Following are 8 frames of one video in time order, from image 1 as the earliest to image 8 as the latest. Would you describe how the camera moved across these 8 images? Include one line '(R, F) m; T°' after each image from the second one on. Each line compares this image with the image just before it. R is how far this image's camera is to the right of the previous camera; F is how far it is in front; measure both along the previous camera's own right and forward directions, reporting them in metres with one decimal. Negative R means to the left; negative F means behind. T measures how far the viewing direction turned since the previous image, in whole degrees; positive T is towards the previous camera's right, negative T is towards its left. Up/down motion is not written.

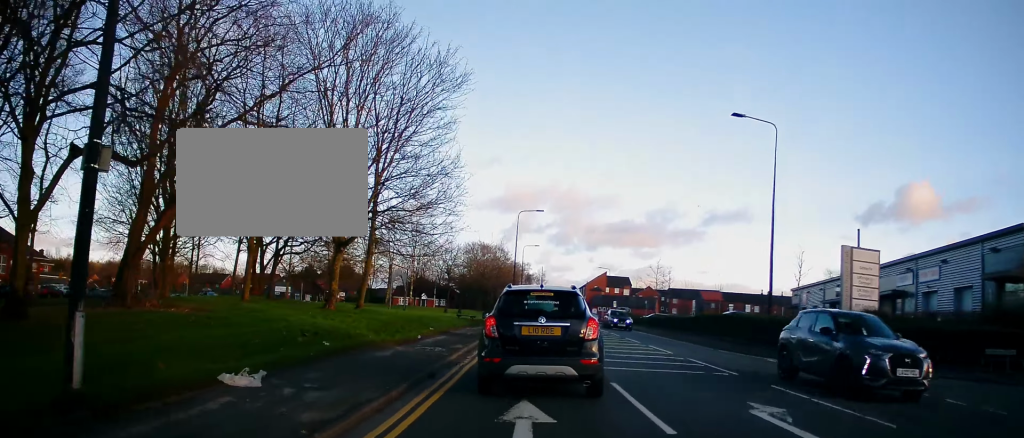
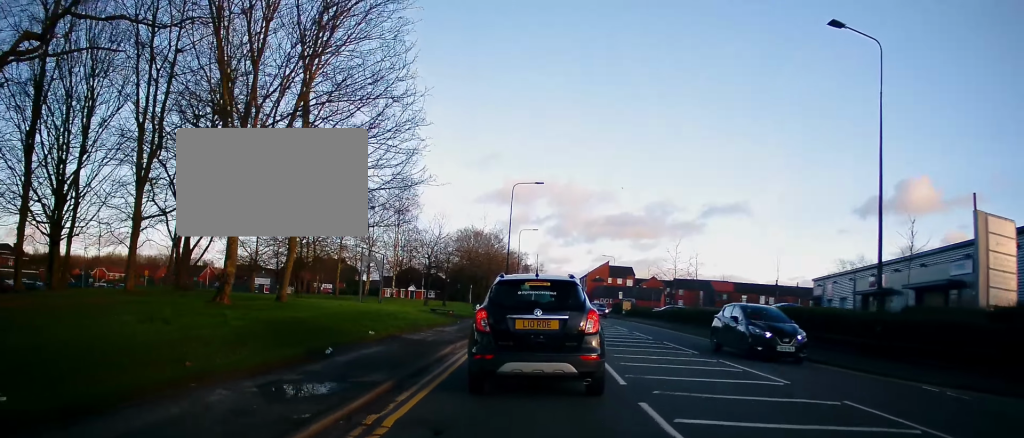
(+0.3, +8.6) m; +2°
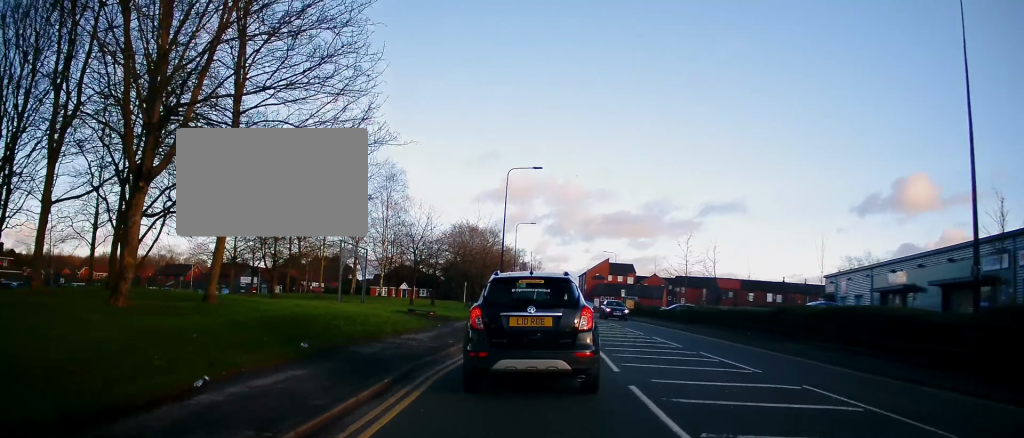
(-0.1, +4.6) m; -1°
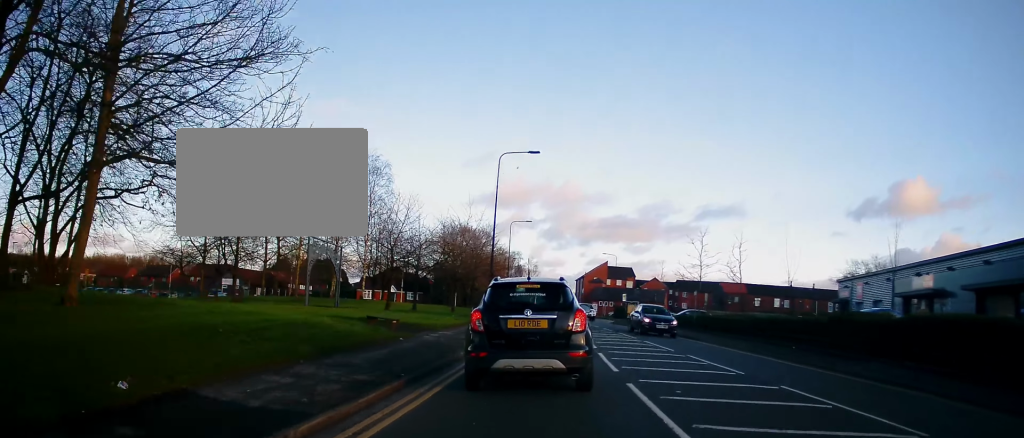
(0.0, +5.5) m; -4°
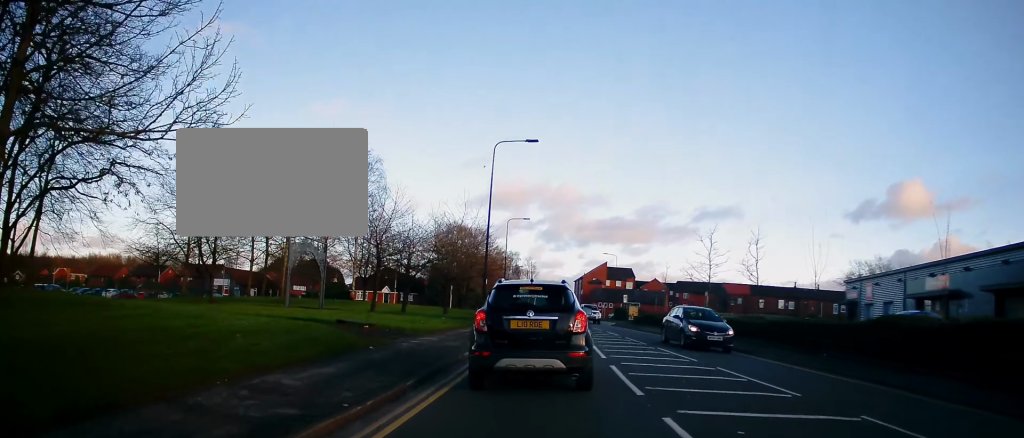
(-0.1, +3.0) m; 0°
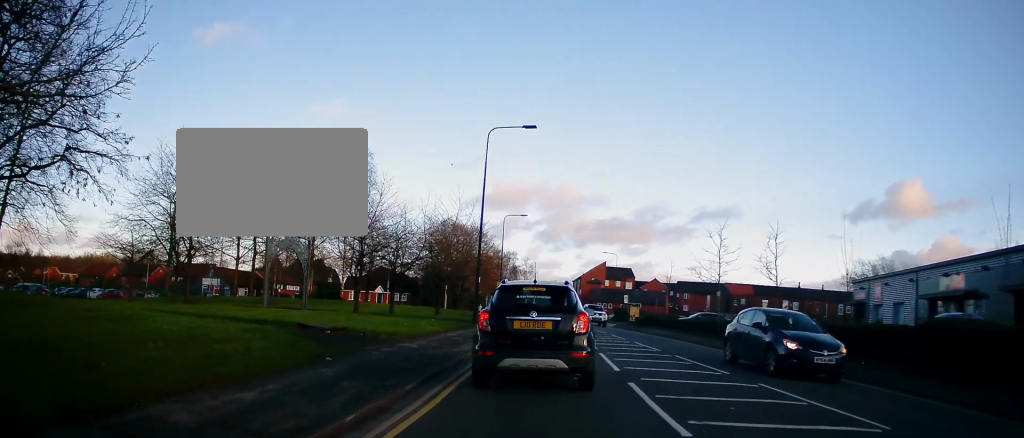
(-0.3, +2.8) m; +2°
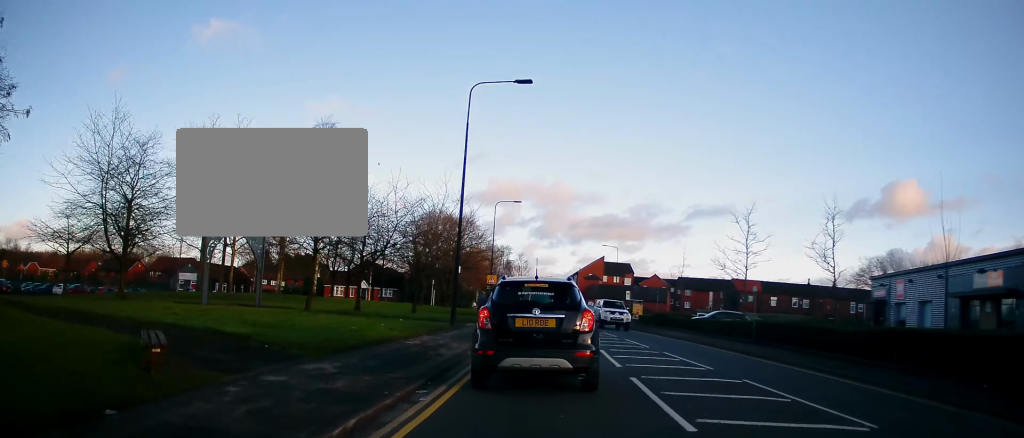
(+0.4, +5.8) m; +4°
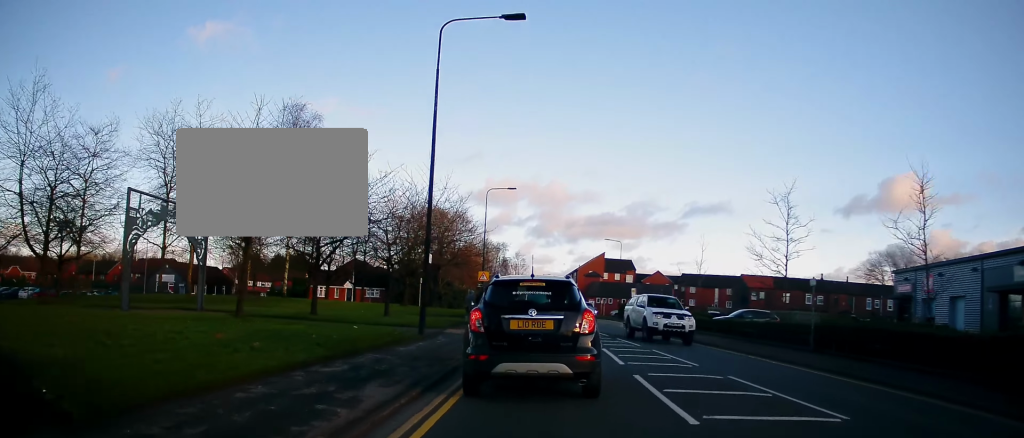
(+0.2, +6.0) m; 0°
